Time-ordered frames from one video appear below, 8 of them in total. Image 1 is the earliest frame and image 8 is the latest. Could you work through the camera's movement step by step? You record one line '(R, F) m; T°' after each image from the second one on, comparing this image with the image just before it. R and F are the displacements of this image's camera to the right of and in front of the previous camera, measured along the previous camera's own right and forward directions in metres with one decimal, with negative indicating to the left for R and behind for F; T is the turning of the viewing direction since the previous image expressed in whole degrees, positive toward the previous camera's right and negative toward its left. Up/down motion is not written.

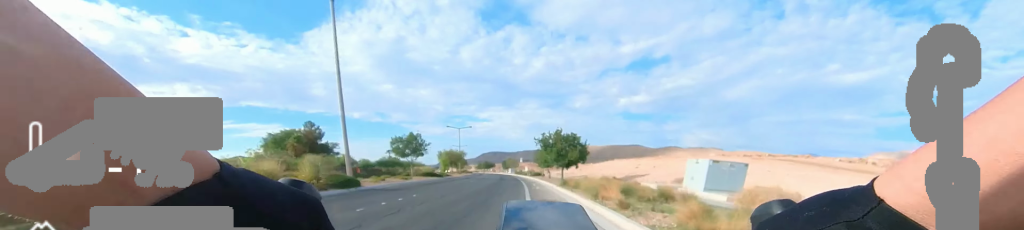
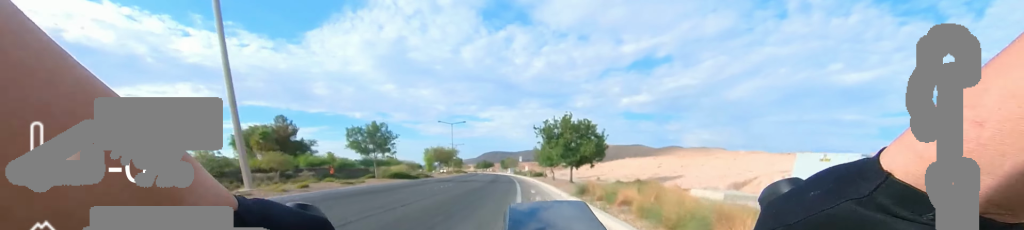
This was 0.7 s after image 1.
(0.0, +6.6) m; 0°
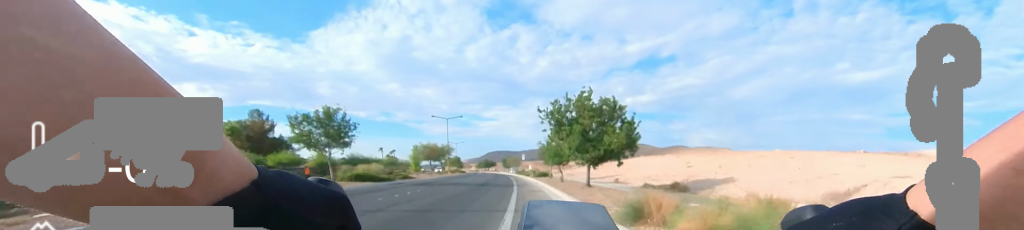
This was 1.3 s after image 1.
(0.0, +5.4) m; 0°
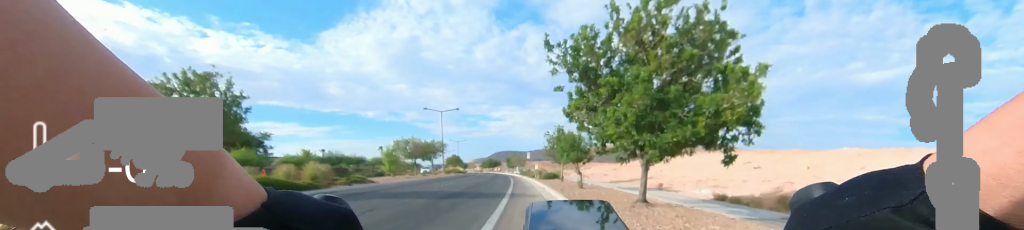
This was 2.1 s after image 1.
(0.0, +7.2) m; 0°
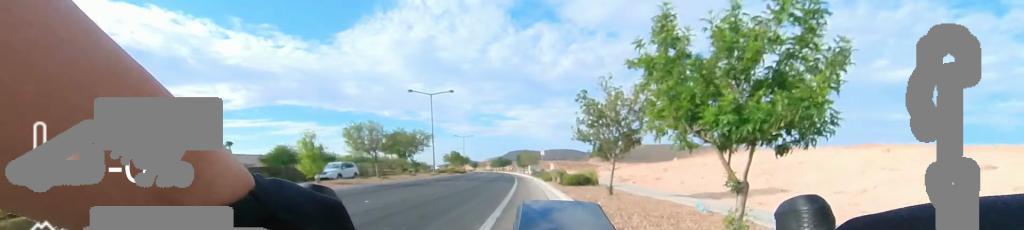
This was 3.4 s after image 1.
(0.0, +10.9) m; 0°
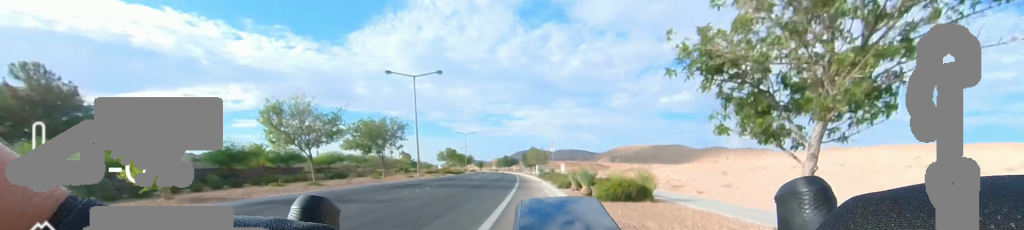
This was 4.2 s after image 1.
(0.0, +7.4) m; 0°
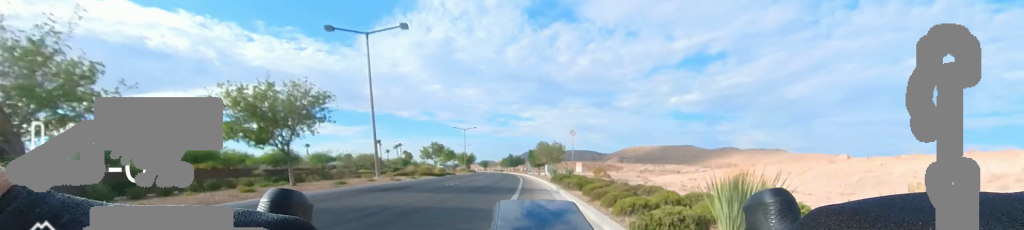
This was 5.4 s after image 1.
(-0.1, +10.2) m; -7°
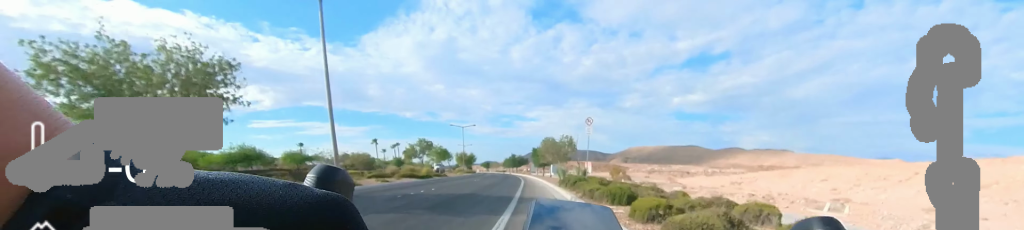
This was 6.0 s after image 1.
(-0.4, +5.0) m; -1°
